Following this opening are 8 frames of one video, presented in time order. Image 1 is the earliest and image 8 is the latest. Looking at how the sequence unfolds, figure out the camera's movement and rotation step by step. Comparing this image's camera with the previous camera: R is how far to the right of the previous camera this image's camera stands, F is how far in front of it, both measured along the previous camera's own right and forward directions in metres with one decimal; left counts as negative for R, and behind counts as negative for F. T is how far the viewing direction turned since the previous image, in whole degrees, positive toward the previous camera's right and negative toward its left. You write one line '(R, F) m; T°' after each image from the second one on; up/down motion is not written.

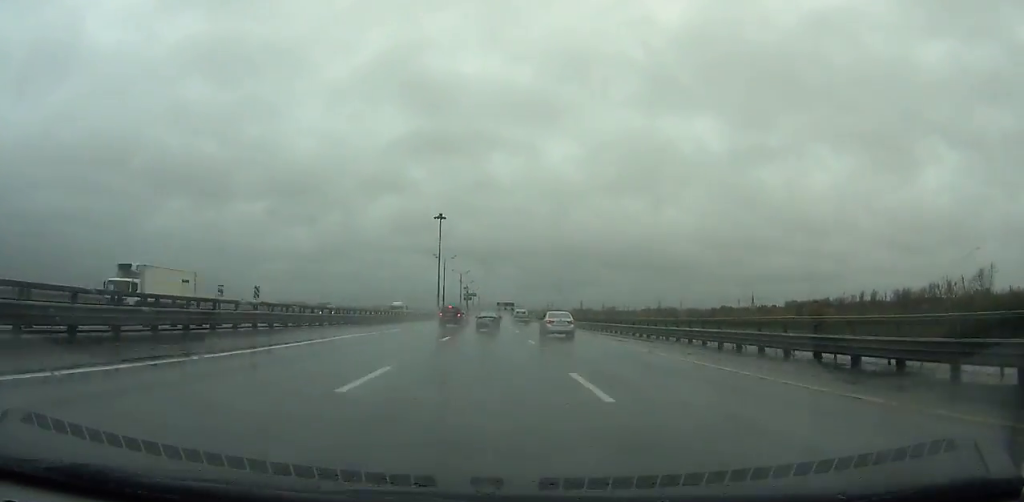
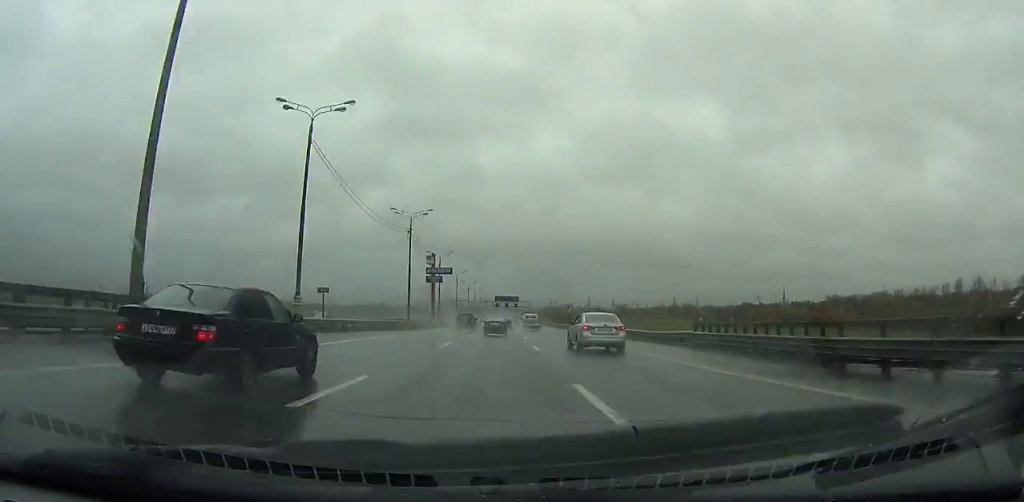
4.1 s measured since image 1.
(+1.3, +99.6) m; +1°
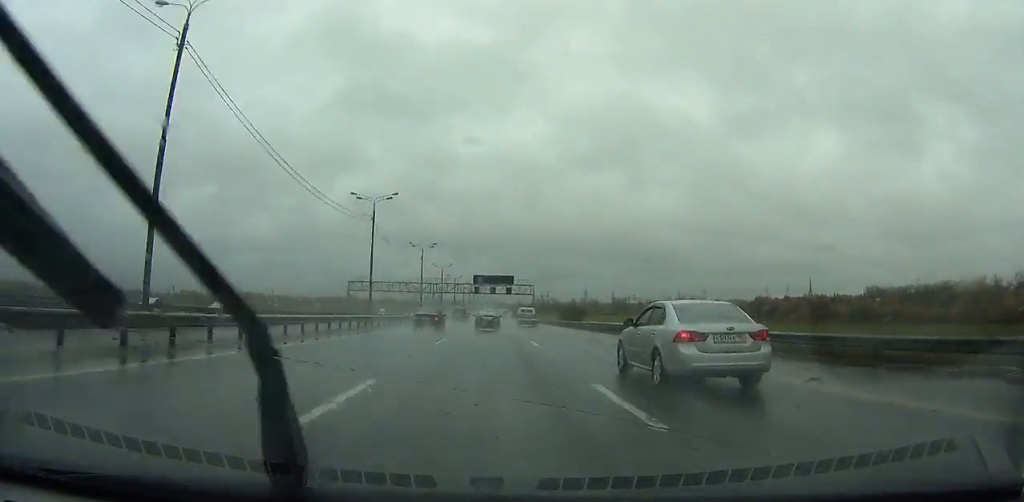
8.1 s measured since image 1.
(+0.2, +95.2) m; 0°
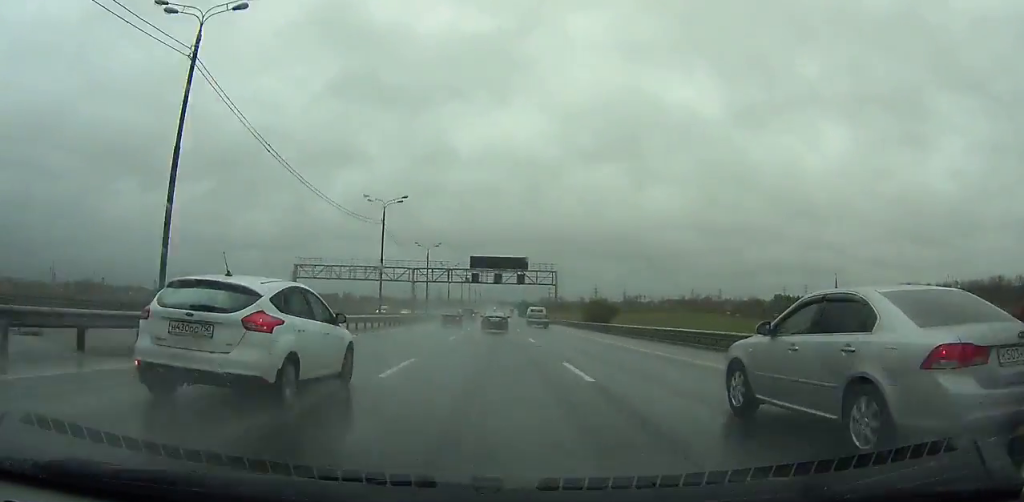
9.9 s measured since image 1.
(-0.1, +42.3) m; 0°
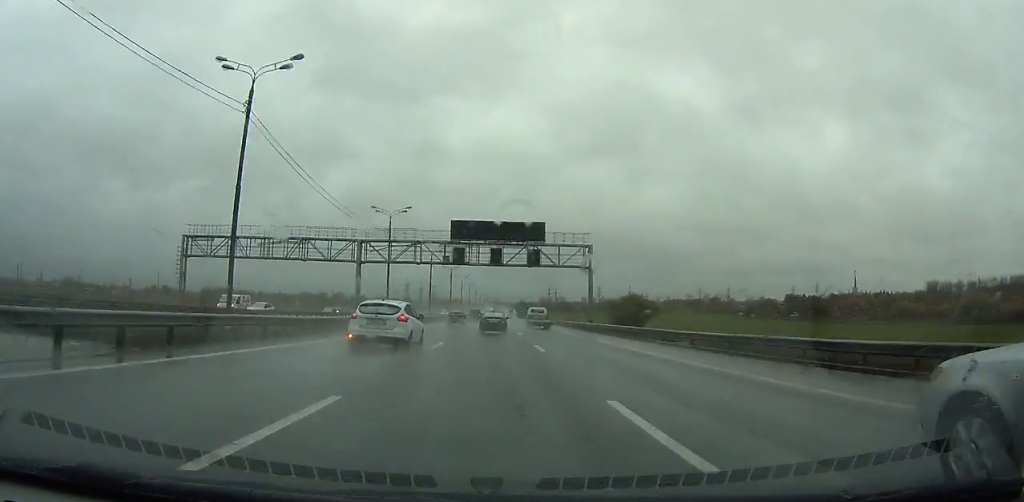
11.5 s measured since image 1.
(+0.1, +36.7) m; 0°
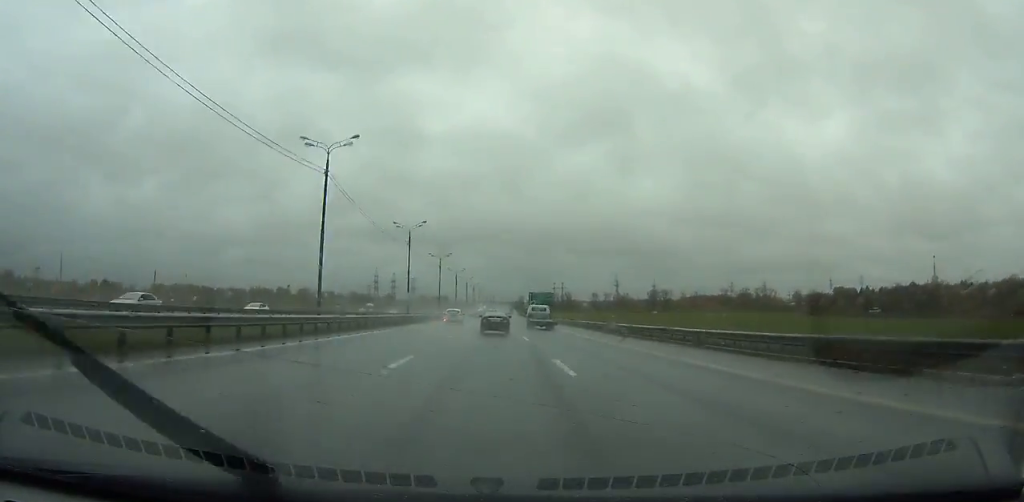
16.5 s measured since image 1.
(+0.6, +111.4) m; 0°
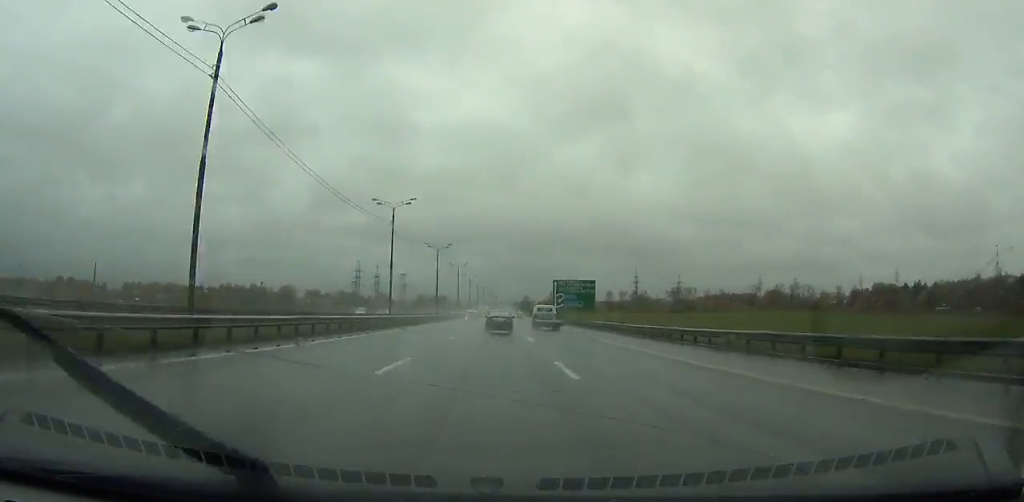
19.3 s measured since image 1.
(0.0, +60.8) m; 0°
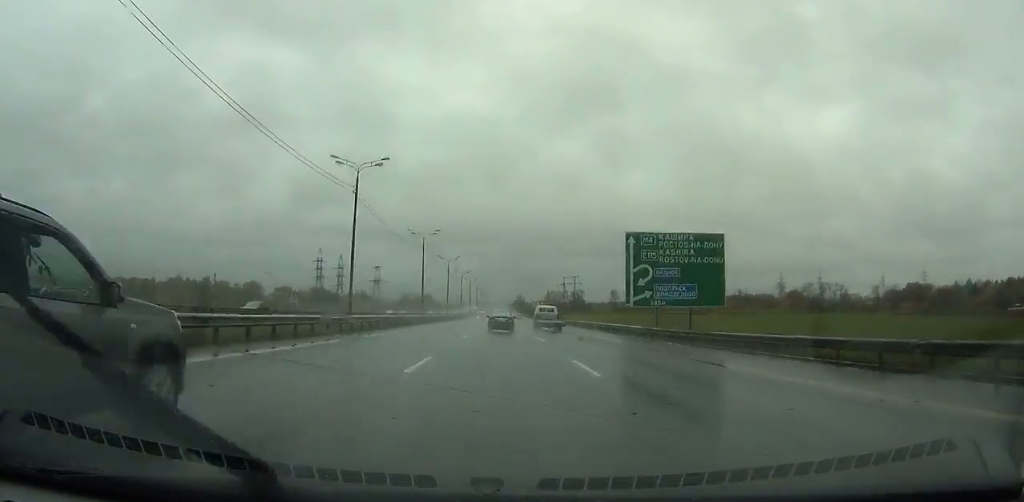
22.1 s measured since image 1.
(0.0, +61.0) m; 0°
